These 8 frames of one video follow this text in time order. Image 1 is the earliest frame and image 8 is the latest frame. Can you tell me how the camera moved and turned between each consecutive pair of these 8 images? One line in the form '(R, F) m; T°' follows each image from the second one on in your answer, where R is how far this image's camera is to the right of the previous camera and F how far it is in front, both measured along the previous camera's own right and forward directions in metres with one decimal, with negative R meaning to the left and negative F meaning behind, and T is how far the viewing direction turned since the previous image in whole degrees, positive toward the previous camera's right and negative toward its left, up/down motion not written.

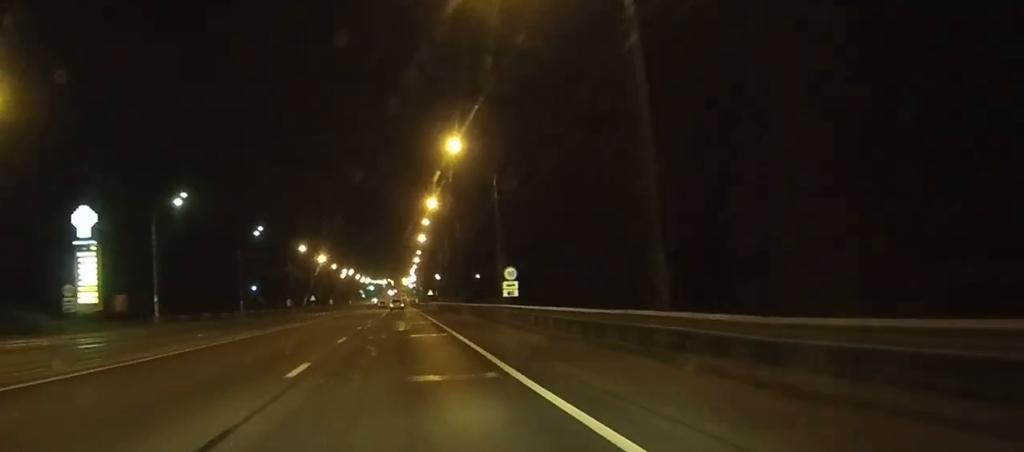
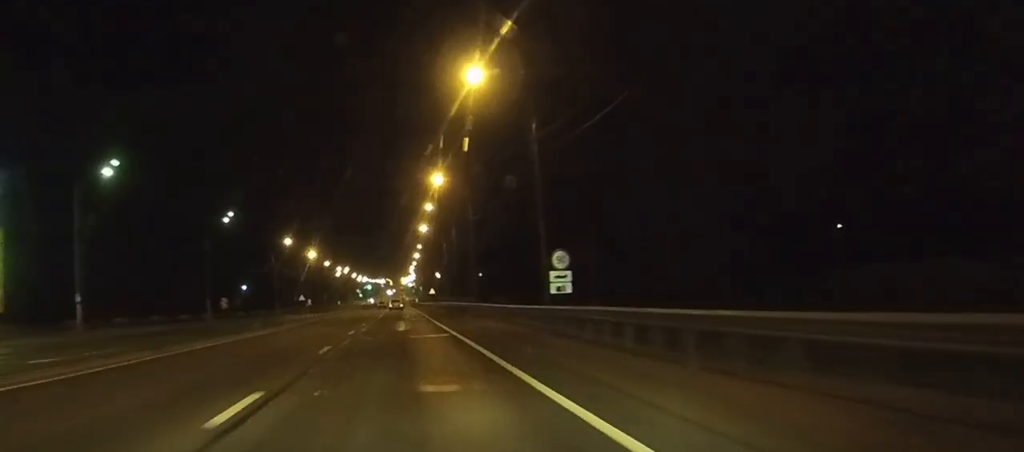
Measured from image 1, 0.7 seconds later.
(-0.1, +17.8) m; 0°
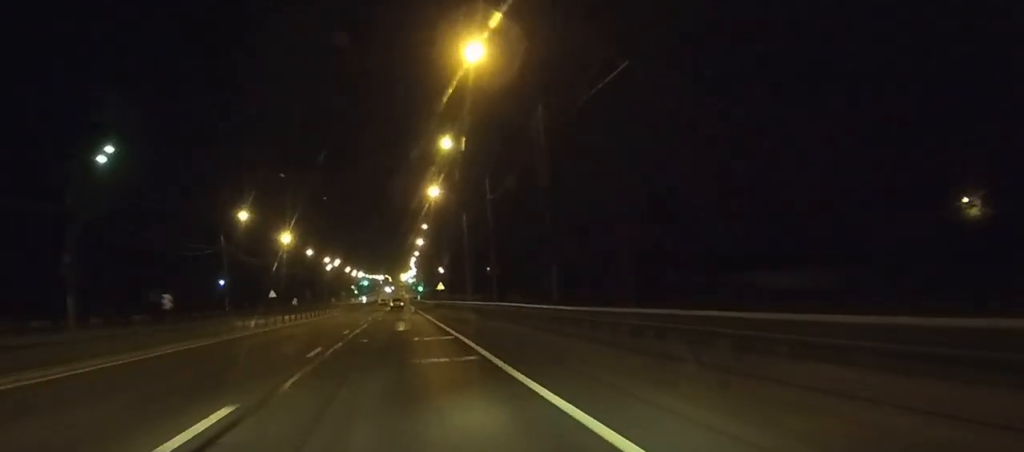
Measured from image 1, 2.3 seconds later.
(0.0, +37.7) m; 0°
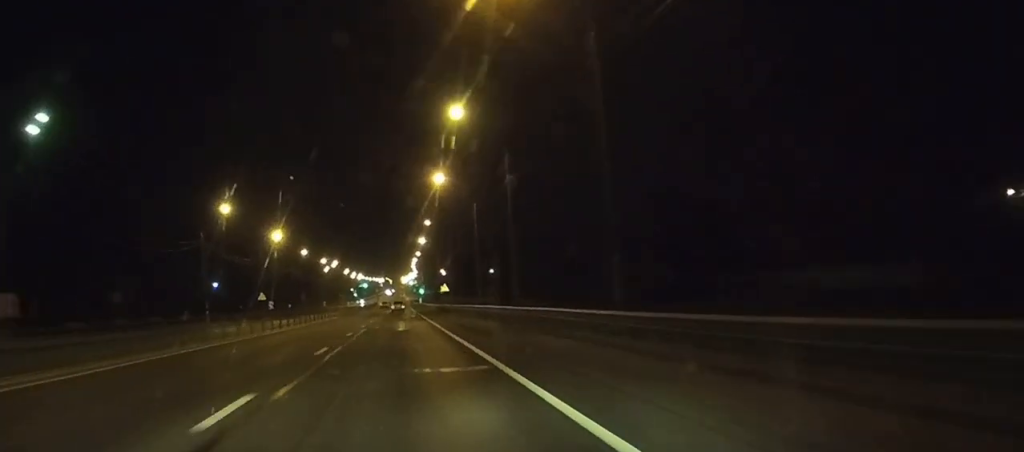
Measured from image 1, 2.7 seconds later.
(0.0, +10.4) m; 0°
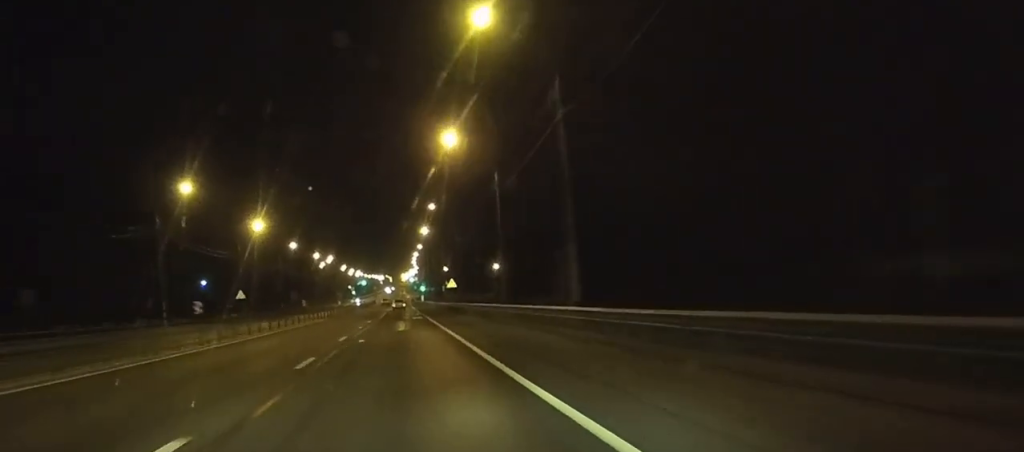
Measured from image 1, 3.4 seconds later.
(-0.1, +15.9) m; 0°
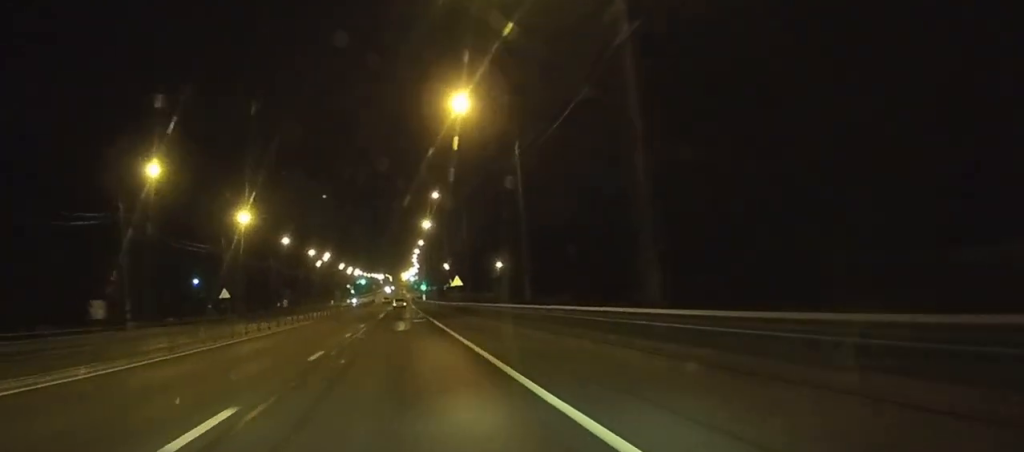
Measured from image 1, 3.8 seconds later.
(0.0, +9.5) m; 0°
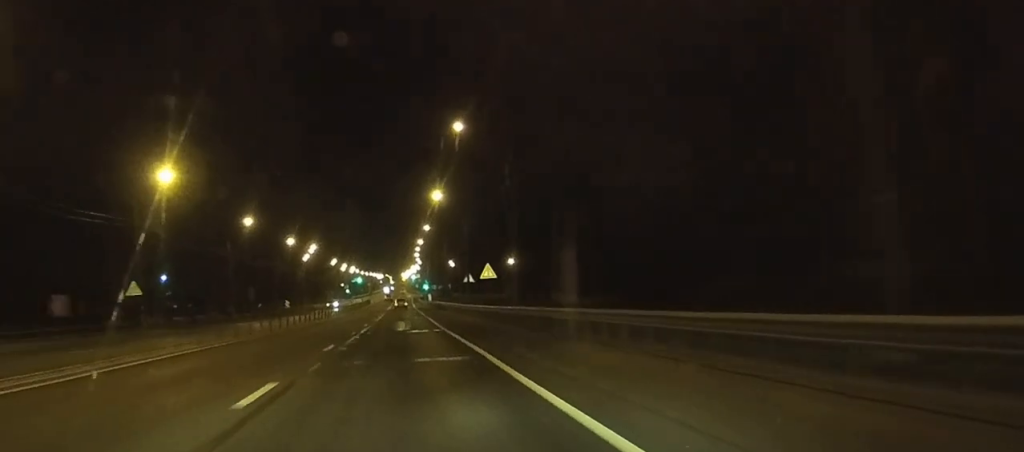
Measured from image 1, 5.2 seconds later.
(+0.1, +32.4) m; 0°
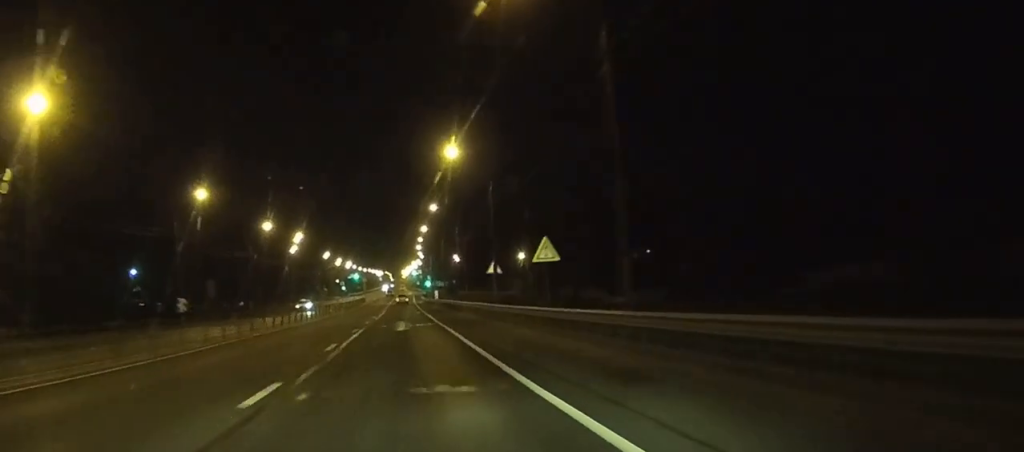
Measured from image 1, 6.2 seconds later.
(0.0, +23.6) m; 0°
